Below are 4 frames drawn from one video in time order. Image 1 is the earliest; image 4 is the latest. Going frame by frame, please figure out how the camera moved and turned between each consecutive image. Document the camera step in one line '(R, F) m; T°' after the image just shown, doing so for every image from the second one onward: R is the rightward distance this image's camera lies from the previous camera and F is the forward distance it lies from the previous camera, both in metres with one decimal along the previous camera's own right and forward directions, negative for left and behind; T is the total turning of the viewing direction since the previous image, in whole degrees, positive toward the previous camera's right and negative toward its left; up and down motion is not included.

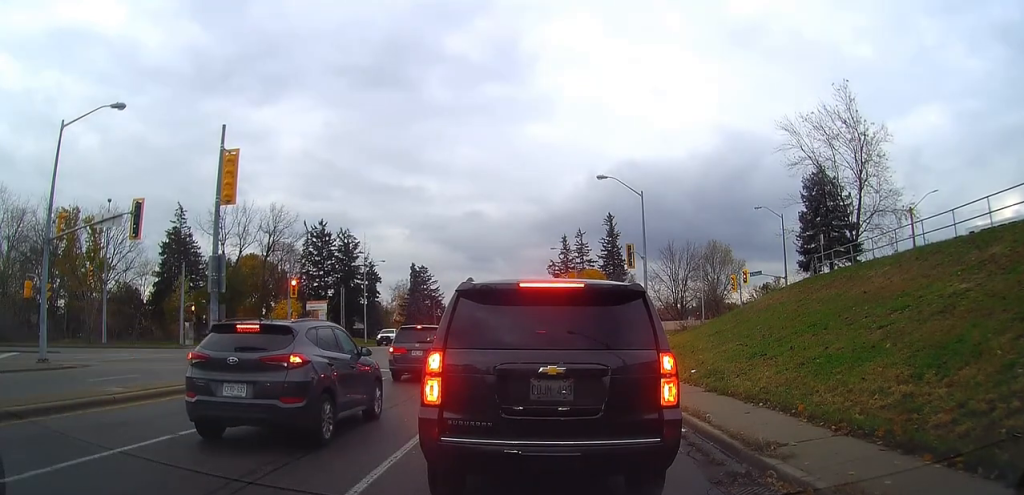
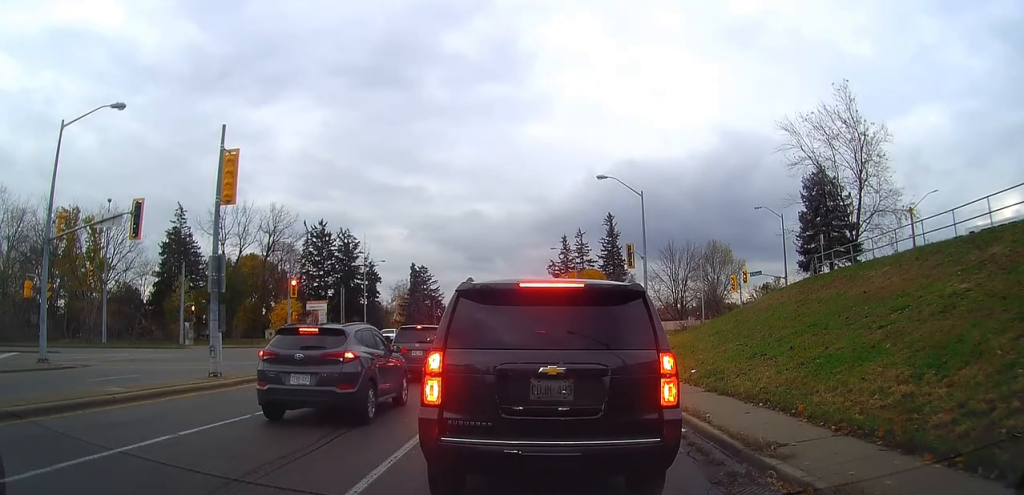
(0.0, 0.0) m; 0°
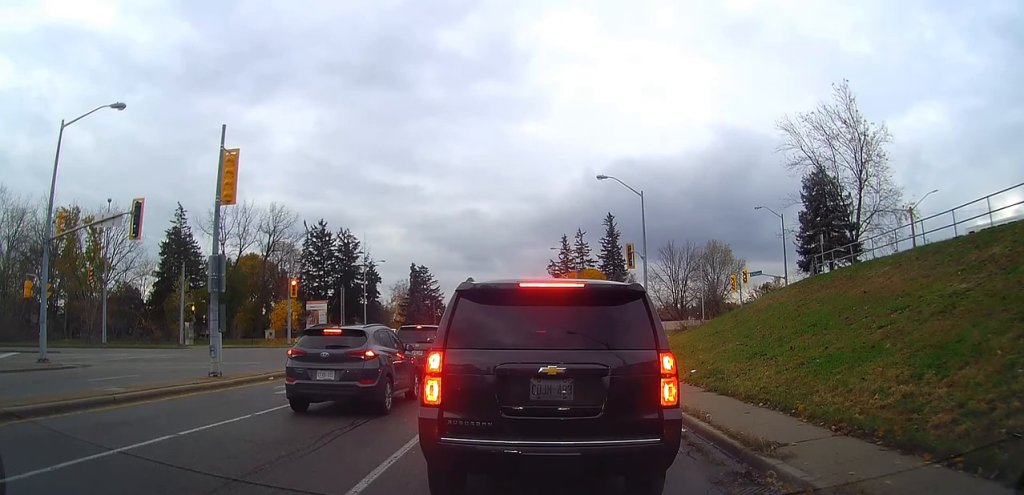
(0.0, 0.0) m; 0°
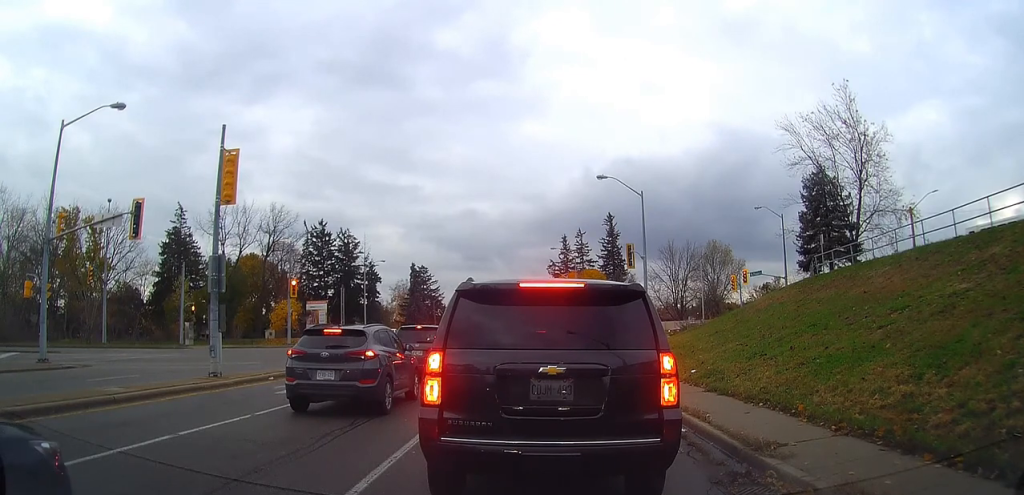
(0.0, 0.0) m; 0°
